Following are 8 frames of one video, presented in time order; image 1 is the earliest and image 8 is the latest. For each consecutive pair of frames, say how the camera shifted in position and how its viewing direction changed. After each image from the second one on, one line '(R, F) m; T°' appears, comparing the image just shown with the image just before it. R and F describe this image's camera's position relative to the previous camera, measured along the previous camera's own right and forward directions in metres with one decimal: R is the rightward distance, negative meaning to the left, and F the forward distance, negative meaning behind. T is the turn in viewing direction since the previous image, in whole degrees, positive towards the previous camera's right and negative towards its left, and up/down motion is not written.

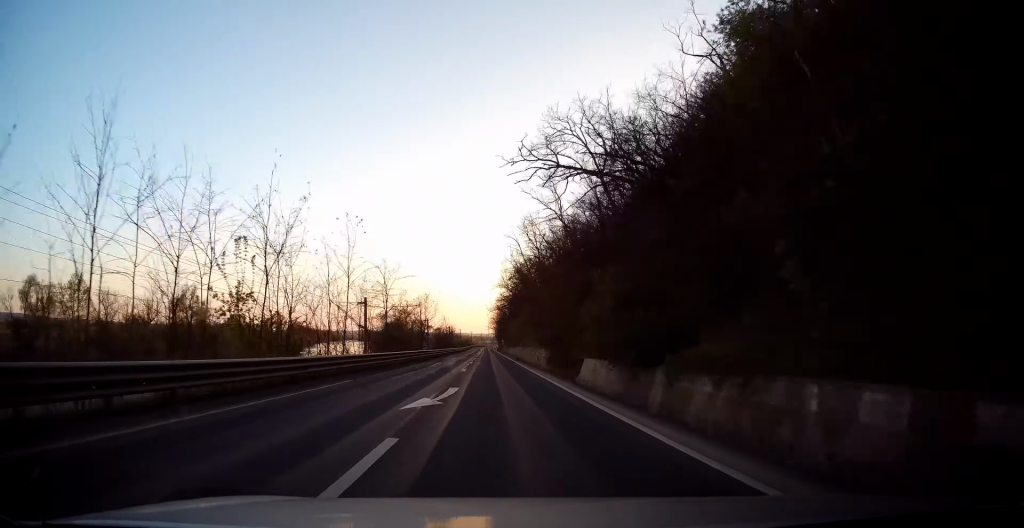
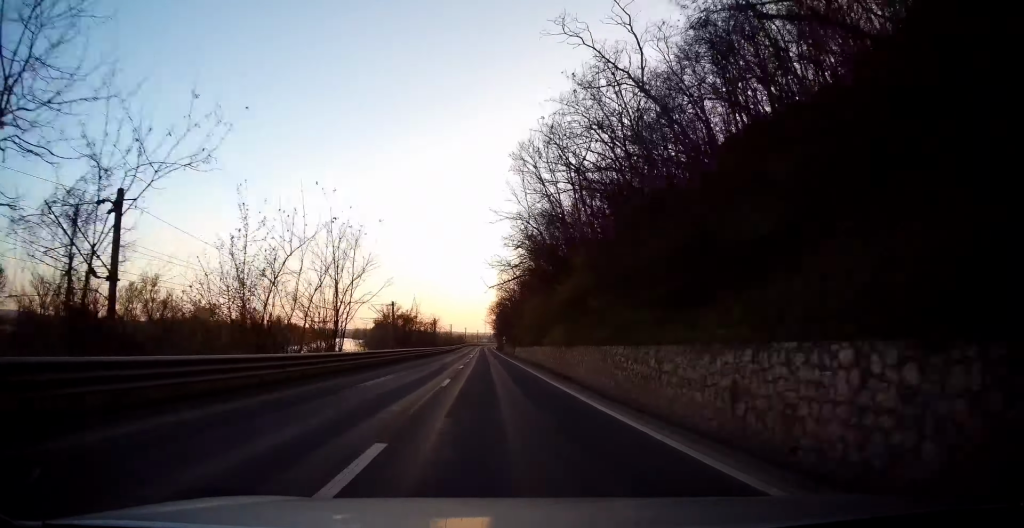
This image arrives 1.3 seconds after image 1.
(+0.2, +35.4) m; 0°
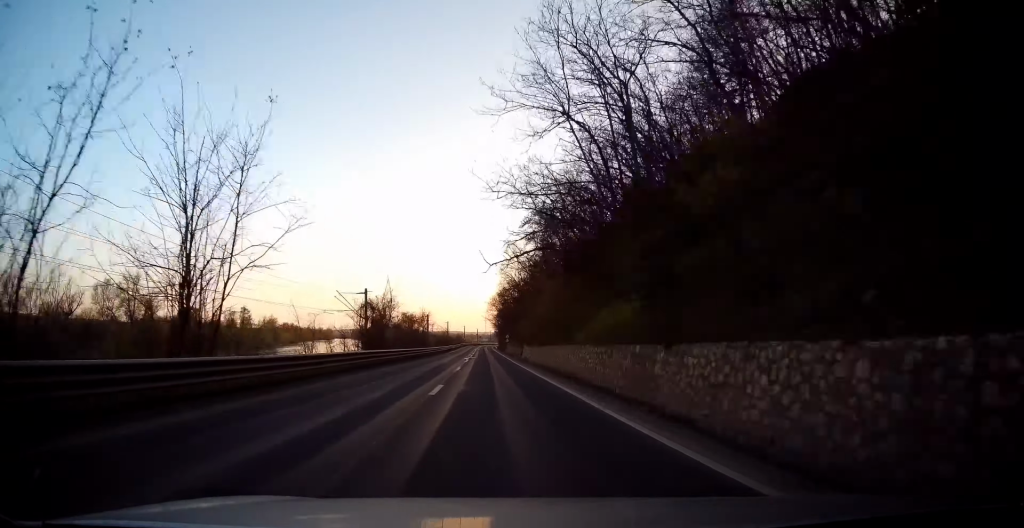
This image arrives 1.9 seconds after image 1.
(-0.1, +15.0) m; 0°
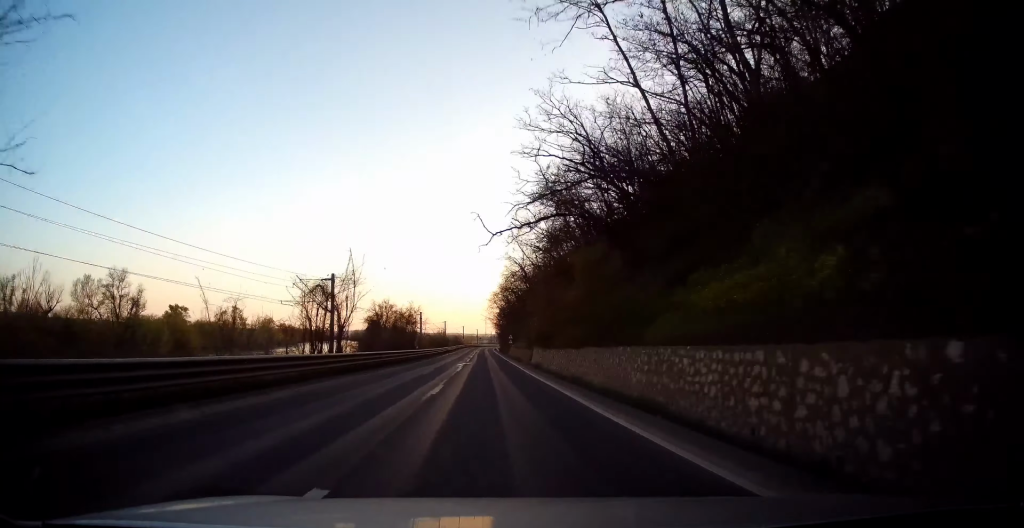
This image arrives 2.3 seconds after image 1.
(0.0, +11.4) m; 0°
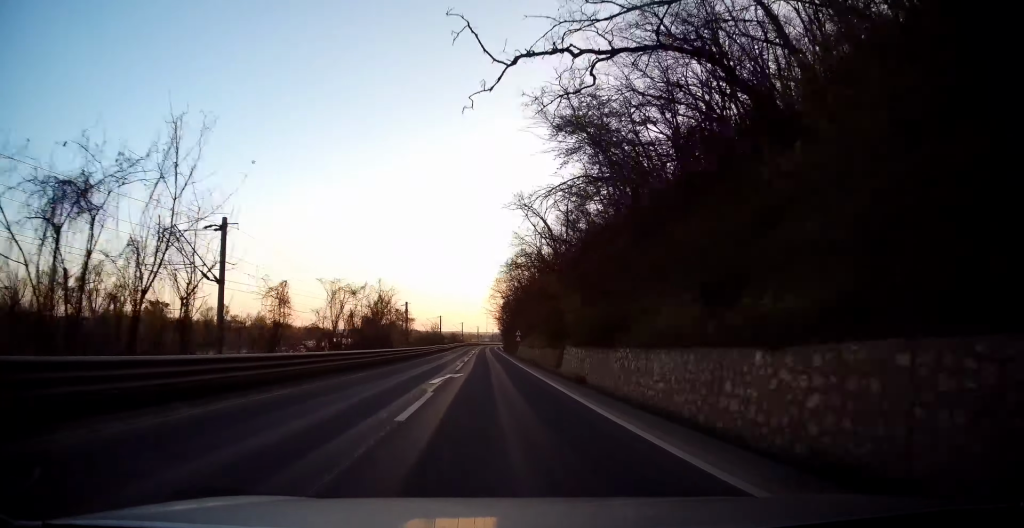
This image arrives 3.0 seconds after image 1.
(+0.1, +17.4) m; 0°
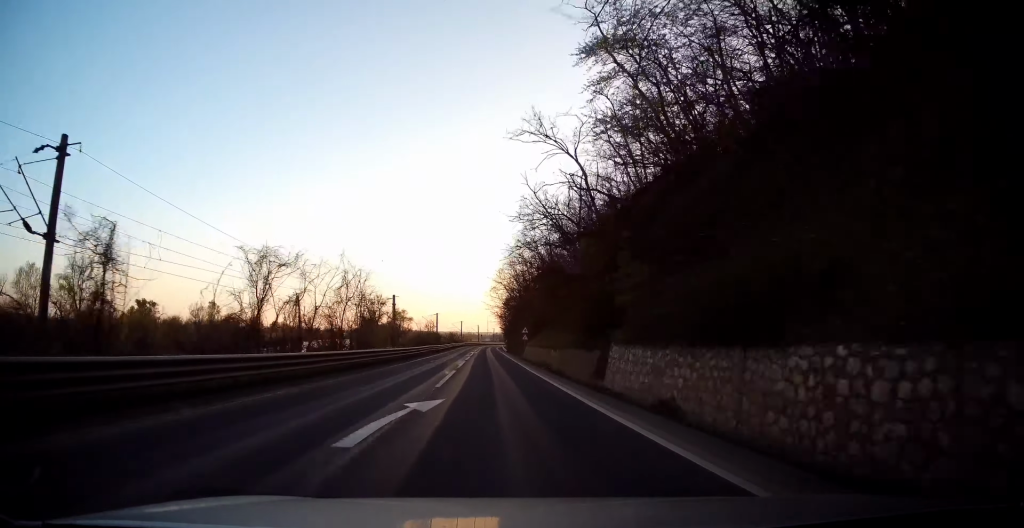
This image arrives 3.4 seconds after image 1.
(0.0, +10.4) m; 0°
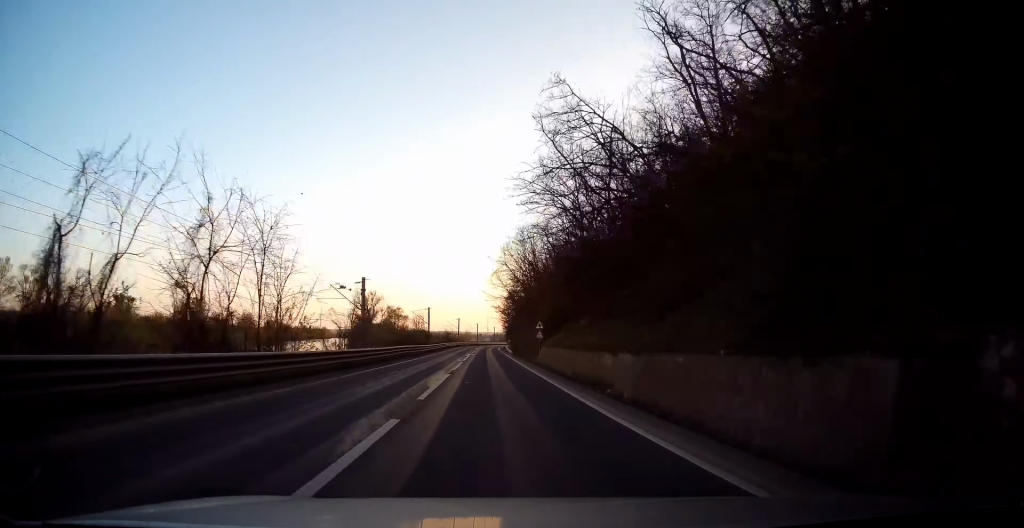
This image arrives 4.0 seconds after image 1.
(-0.1, +15.5) m; 0°
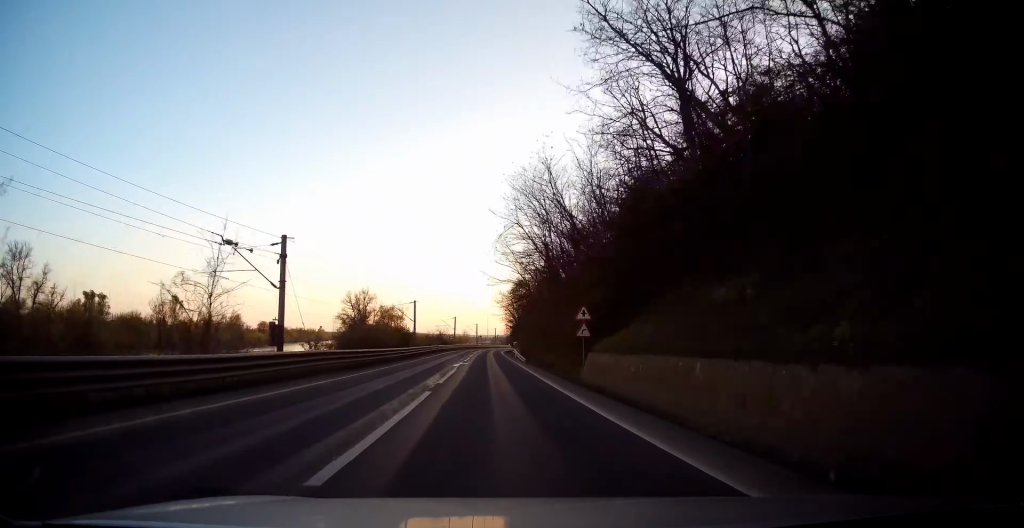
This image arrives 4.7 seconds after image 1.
(0.0, +19.0) m; 0°
